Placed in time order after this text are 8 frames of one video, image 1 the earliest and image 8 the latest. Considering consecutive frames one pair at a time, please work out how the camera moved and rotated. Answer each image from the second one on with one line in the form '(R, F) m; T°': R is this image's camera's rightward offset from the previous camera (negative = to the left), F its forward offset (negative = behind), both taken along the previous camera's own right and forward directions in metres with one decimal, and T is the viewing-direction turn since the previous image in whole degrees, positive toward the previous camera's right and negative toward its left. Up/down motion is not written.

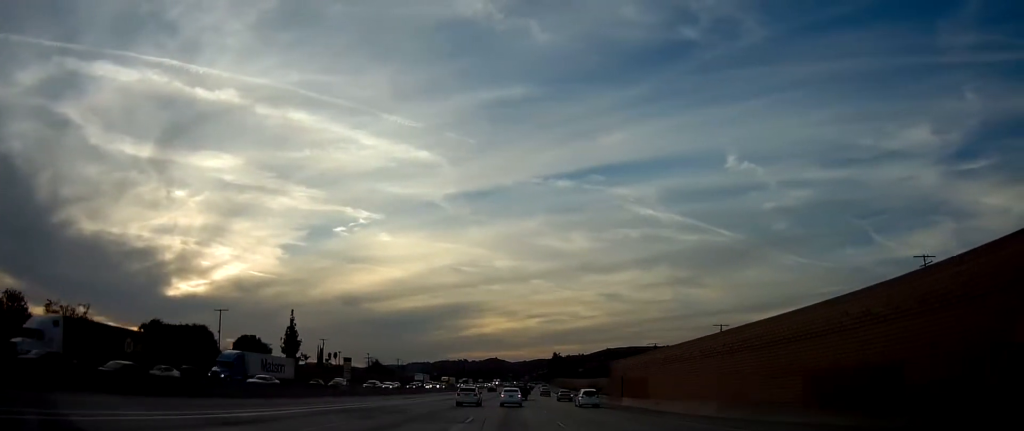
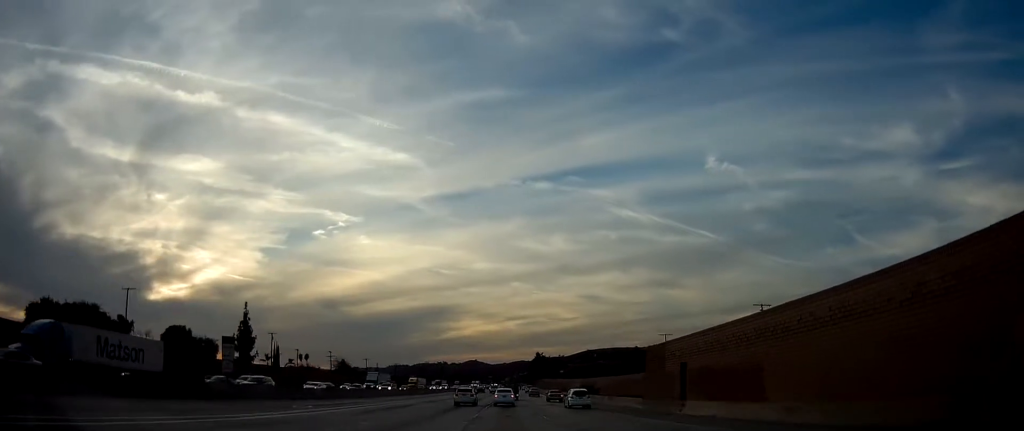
(+0.5, +23.4) m; +2°
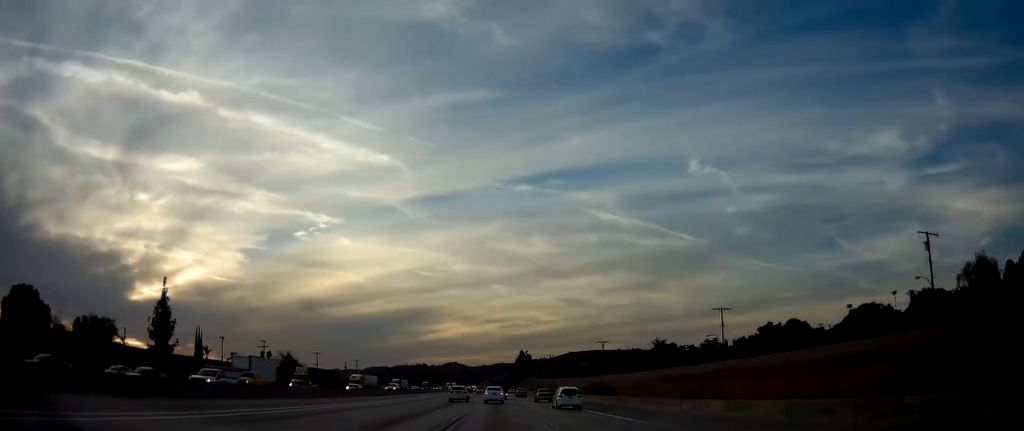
(+1.3, +38.6) m; +3°
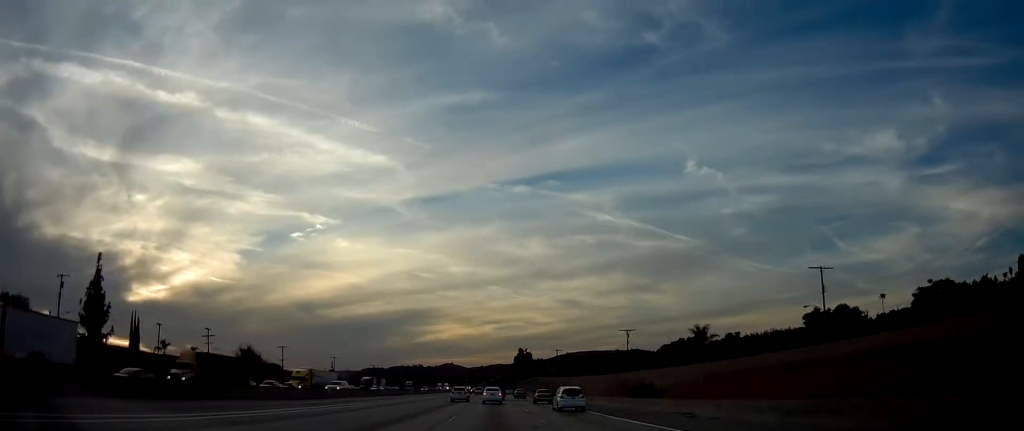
(+0.3, +27.5) m; +2°
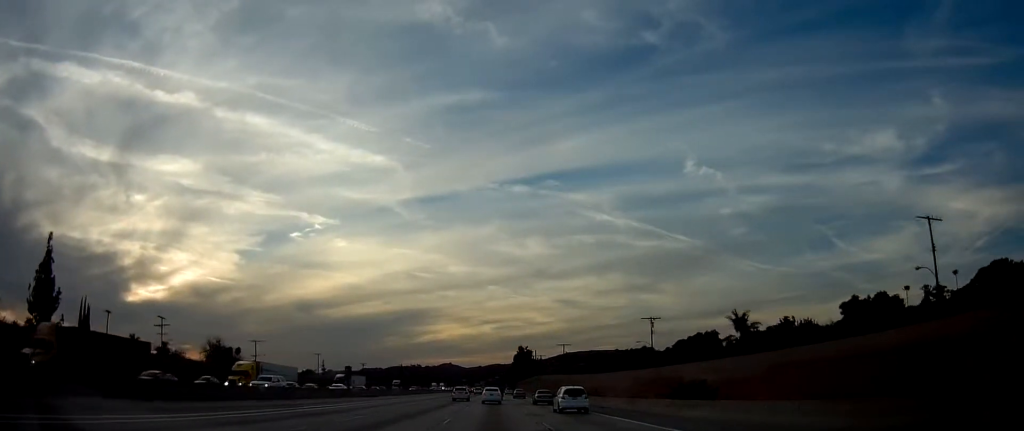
(+0.3, +17.2) m; +1°
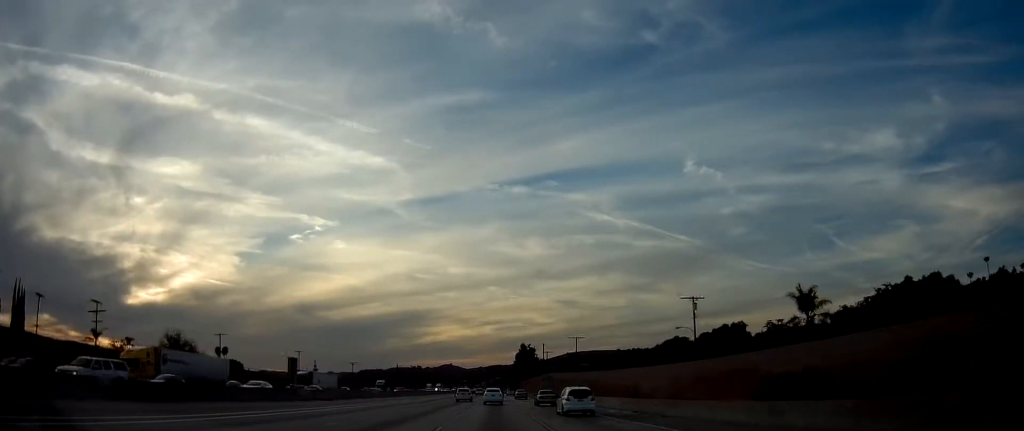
(+0.2, +19.2) m; +1°
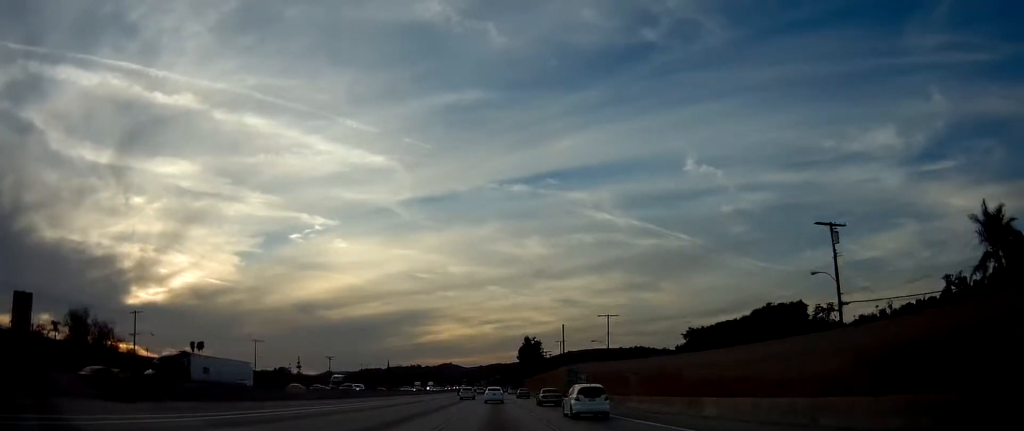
(0.0, +31.0) m; 0°
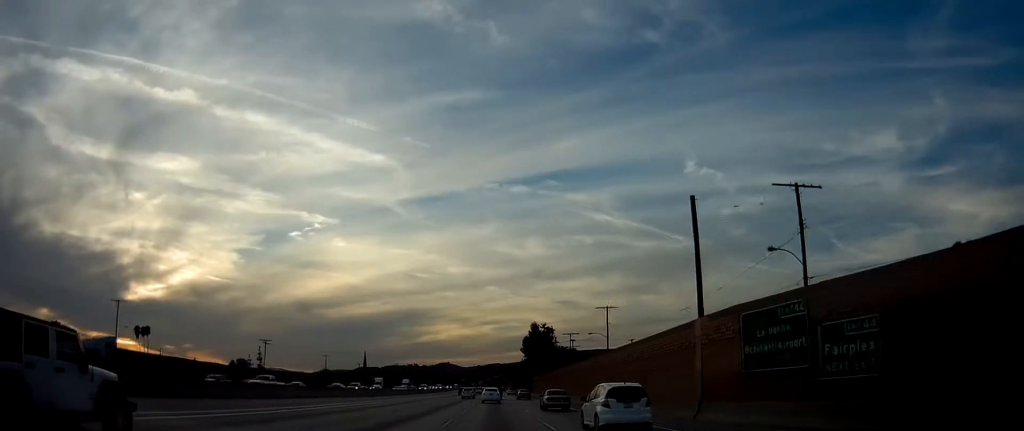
(+0.3, +53.9) m; 0°
